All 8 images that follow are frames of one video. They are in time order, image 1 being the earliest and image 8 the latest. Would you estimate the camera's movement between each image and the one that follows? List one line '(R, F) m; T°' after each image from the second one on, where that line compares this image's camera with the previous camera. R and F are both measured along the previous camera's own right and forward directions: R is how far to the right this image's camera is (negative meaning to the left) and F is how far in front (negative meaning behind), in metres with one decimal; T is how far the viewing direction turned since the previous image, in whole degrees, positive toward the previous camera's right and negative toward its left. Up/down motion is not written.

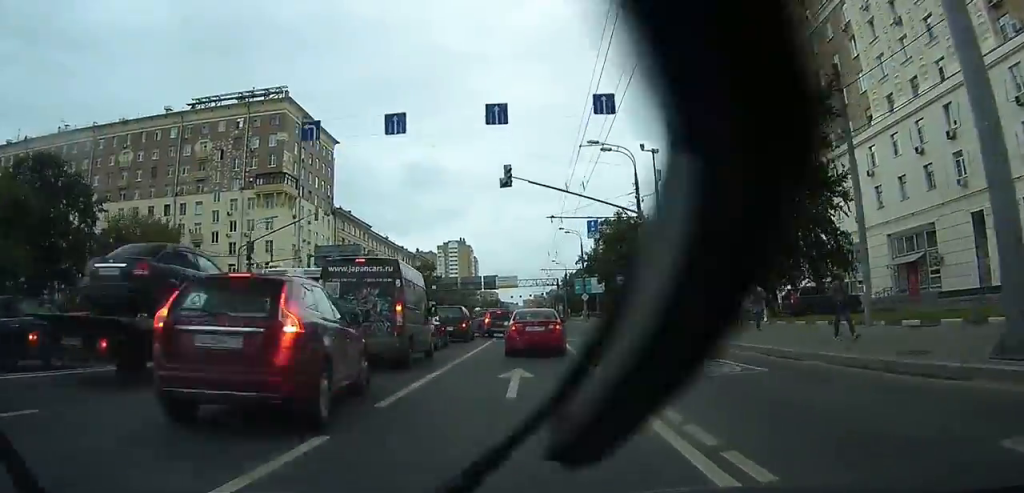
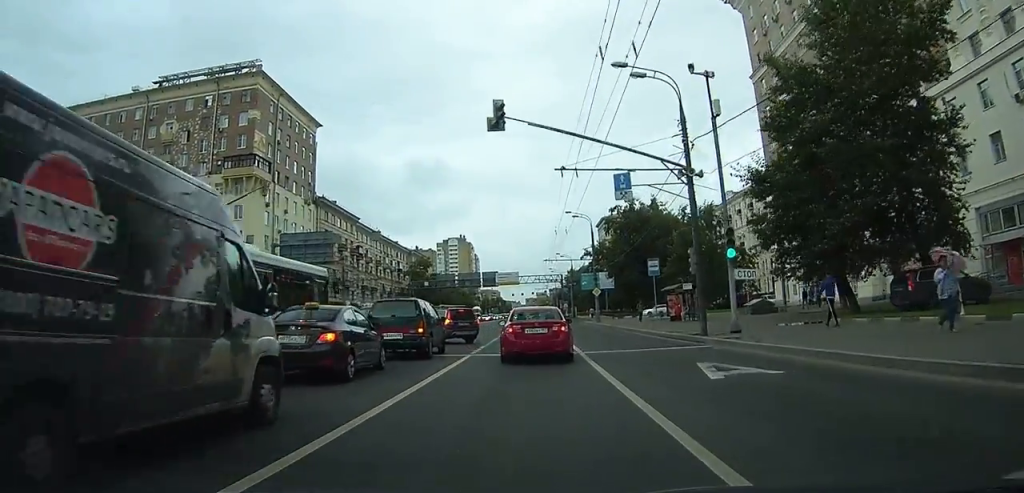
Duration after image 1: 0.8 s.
(0.0, +11.4) m; -1°
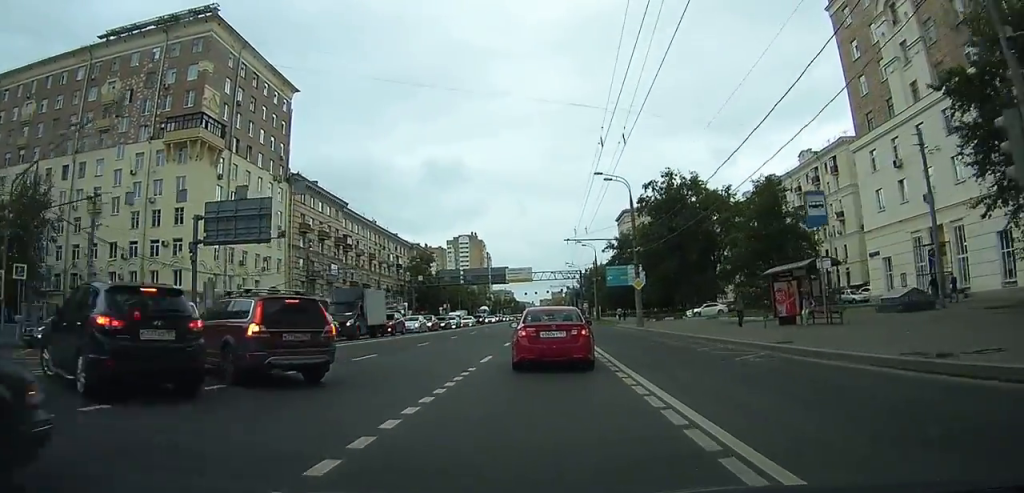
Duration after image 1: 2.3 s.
(-0.3, +18.5) m; -2°
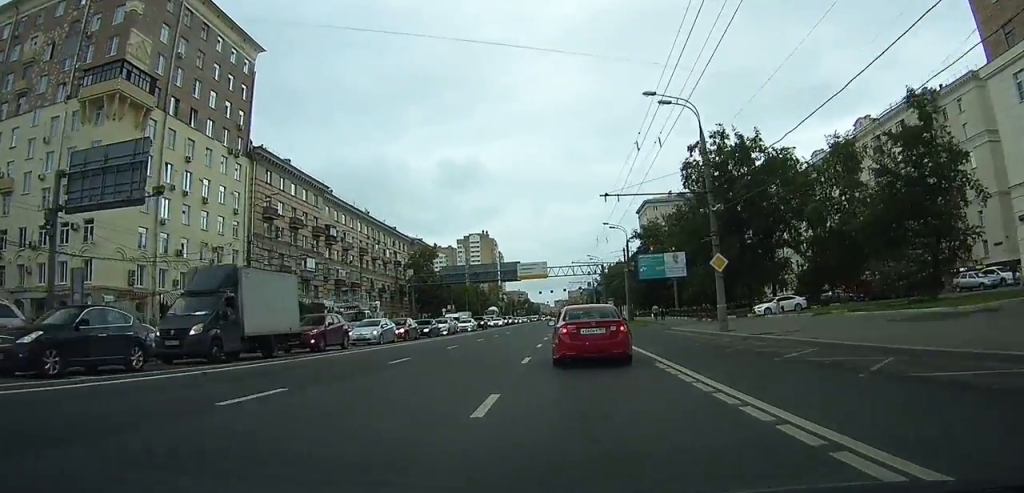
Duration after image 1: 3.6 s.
(-0.3, +16.5) m; -2°
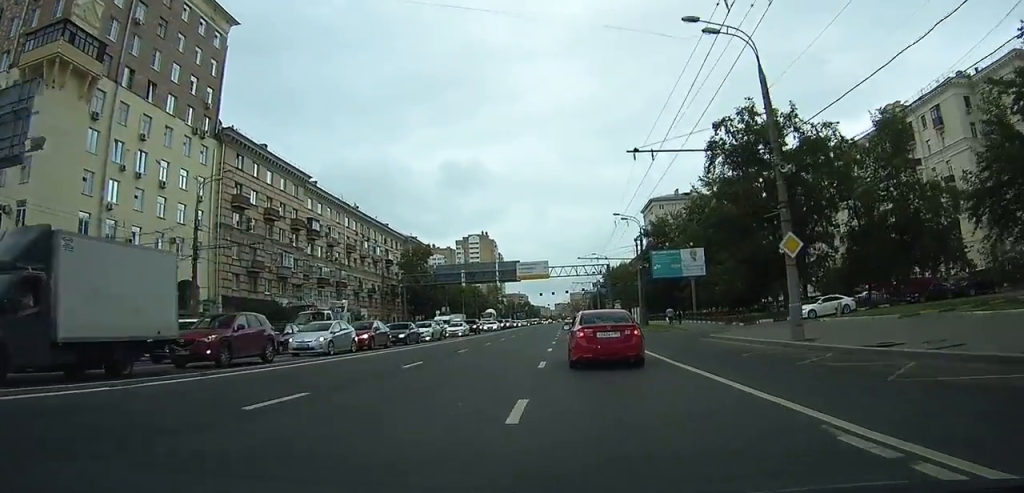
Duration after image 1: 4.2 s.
(-0.1, +7.9) m; -1°
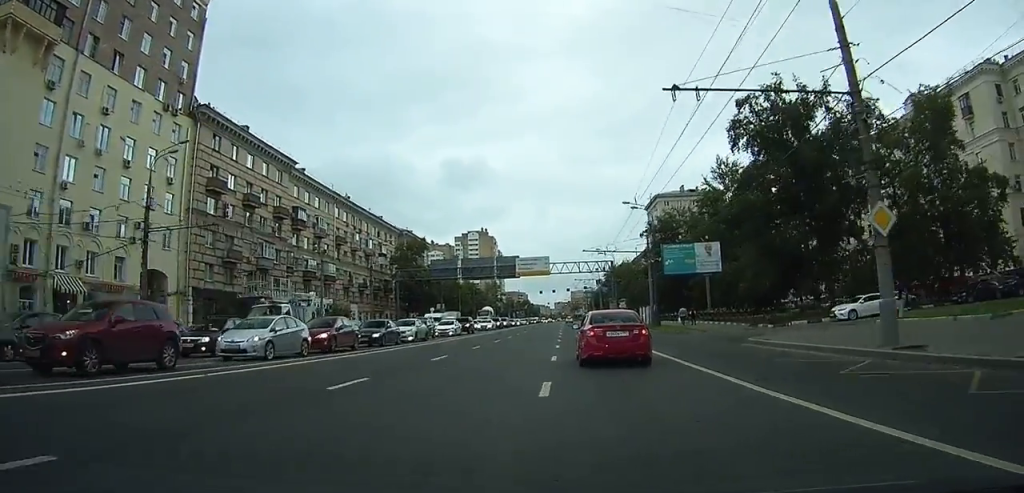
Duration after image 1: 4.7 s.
(0.0, +5.5) m; 0°
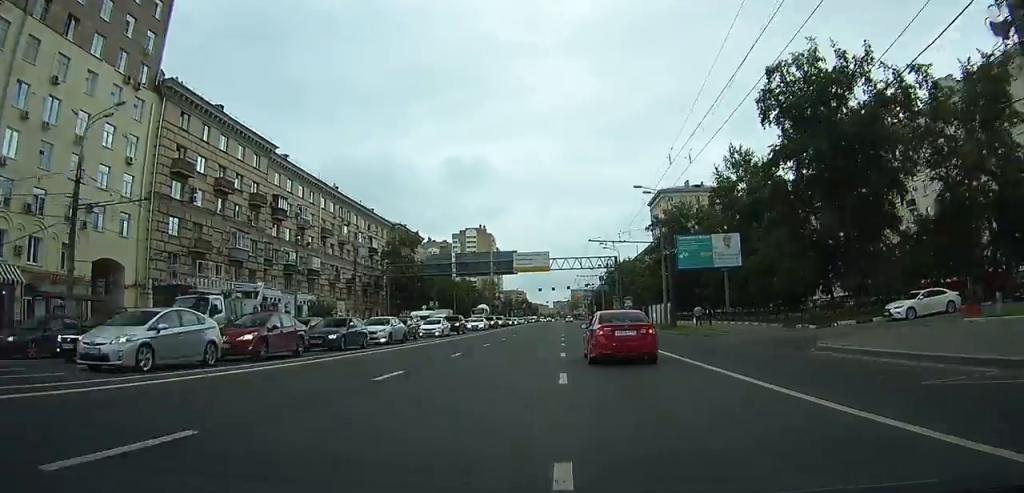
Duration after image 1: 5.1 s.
(-0.1, +6.0) m; 0°
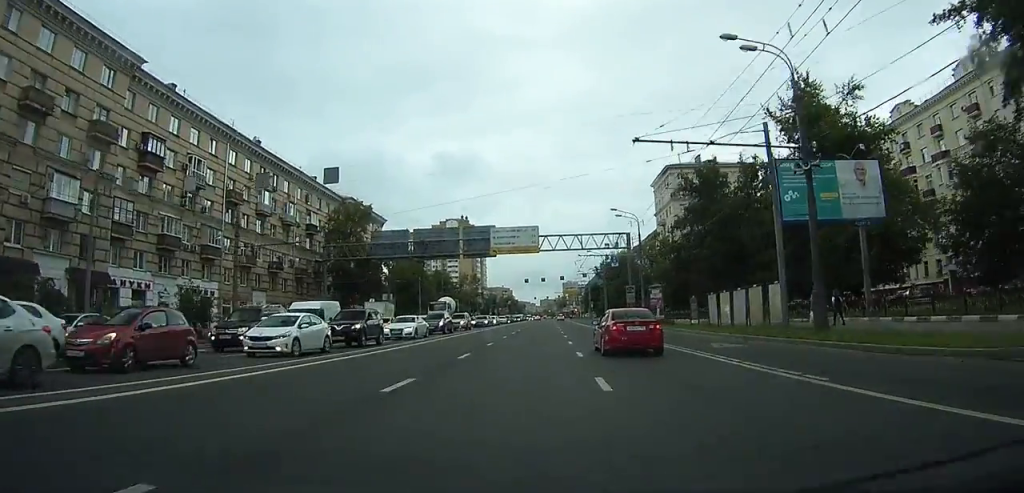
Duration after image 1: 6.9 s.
(+0.6, +23.9) m; +3°
